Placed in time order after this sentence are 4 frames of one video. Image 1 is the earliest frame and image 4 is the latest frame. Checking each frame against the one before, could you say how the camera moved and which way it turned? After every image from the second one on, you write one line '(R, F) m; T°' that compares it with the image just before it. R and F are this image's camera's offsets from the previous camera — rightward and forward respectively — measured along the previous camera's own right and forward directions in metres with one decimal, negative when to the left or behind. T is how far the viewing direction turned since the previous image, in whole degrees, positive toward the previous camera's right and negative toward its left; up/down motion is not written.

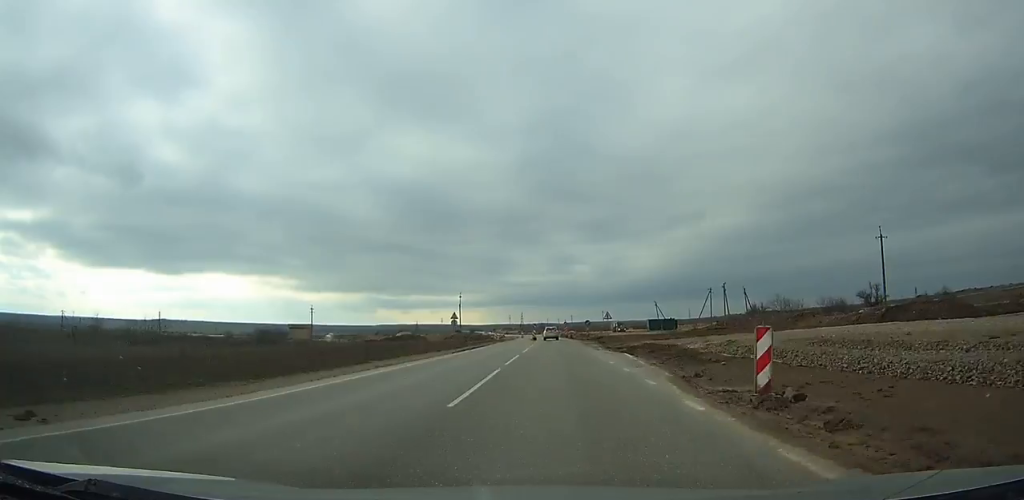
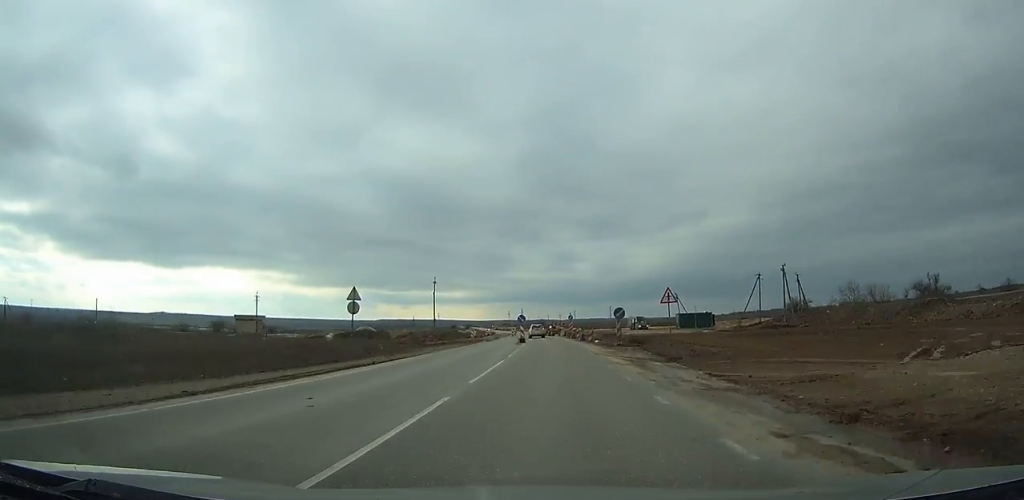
(+0.2, +30.8) m; 0°
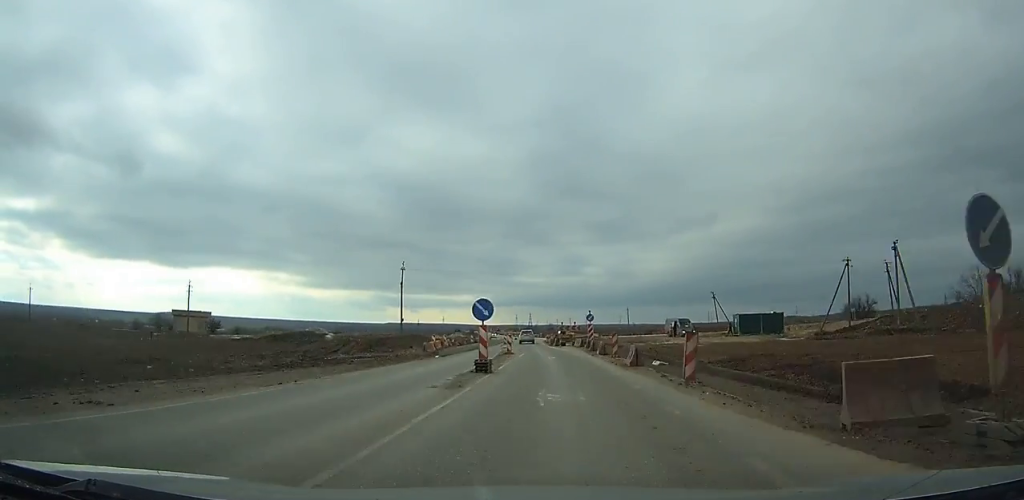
(-0.3, +28.6) m; -1°
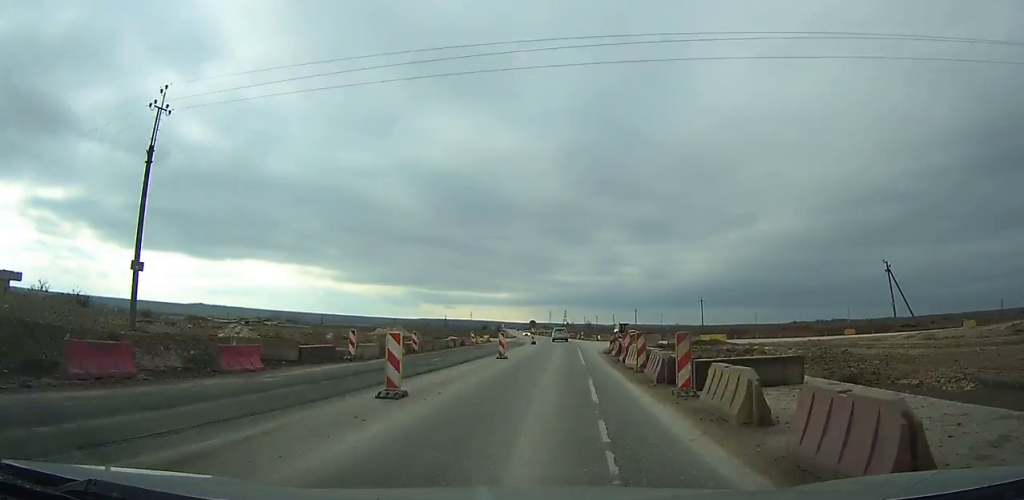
(-1.3, +58.7) m; -2°
